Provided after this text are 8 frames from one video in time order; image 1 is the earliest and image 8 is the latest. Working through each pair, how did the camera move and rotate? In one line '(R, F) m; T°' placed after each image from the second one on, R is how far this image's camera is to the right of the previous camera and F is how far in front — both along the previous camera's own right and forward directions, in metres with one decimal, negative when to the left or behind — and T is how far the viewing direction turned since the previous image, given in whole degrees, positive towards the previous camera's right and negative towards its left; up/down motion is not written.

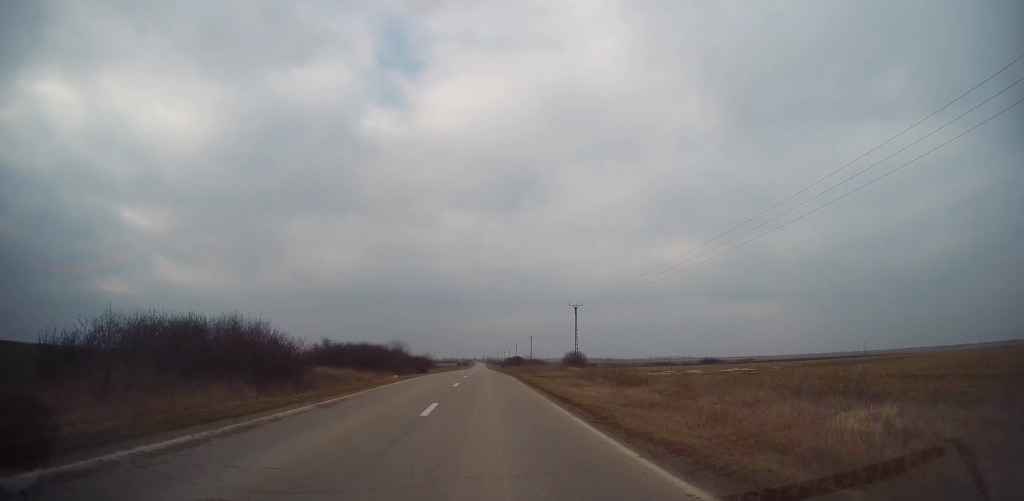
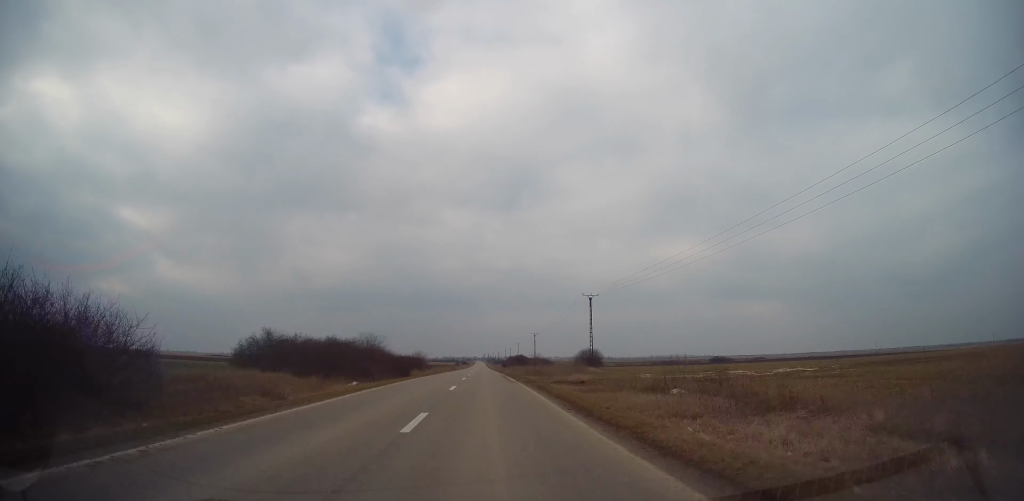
(+0.1, +14.4) m; 0°
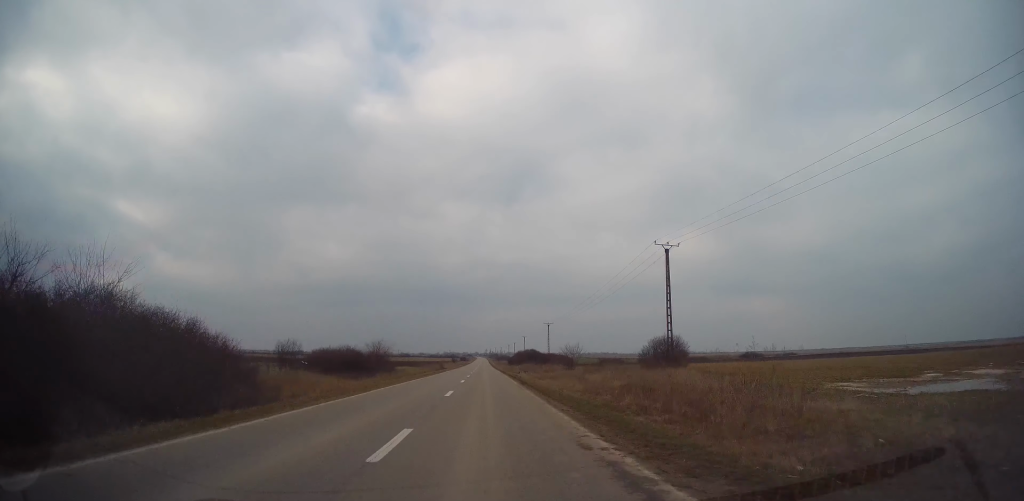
(-0.4, +37.7) m; 0°
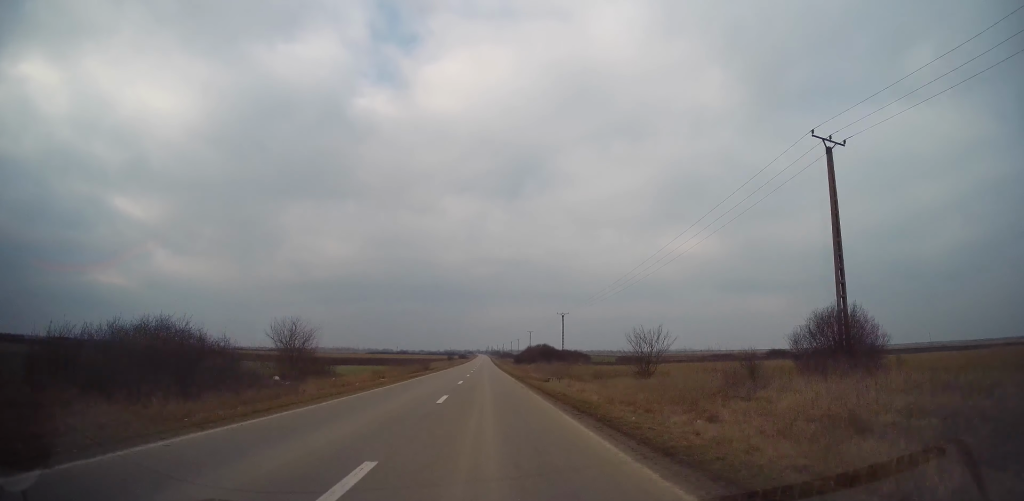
(+0.1, +26.5) m; 0°
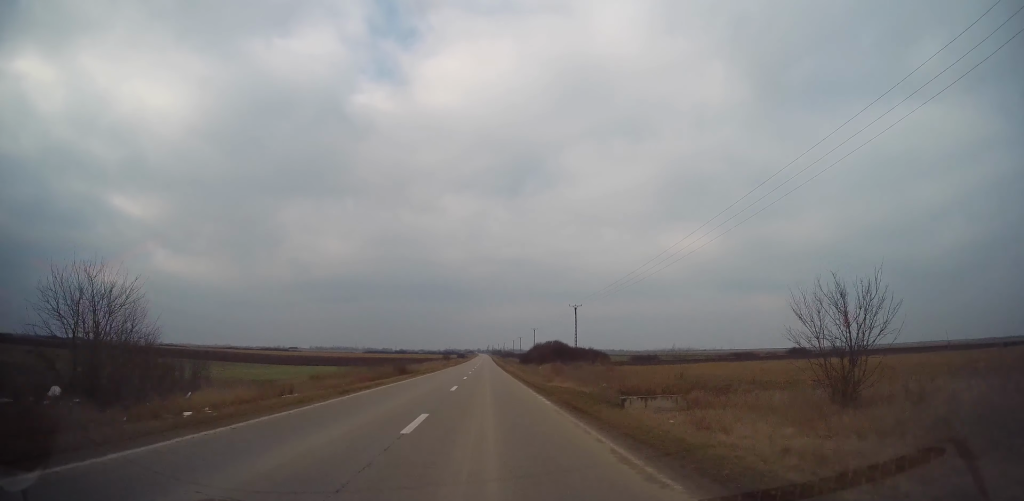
(+0.1, +17.8) m; 0°
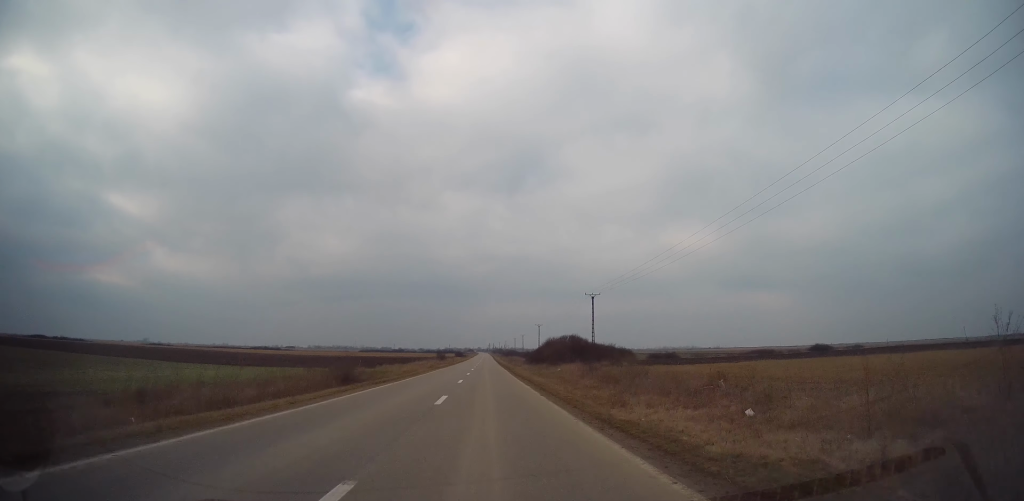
(-0.2, +18.3) m; 0°
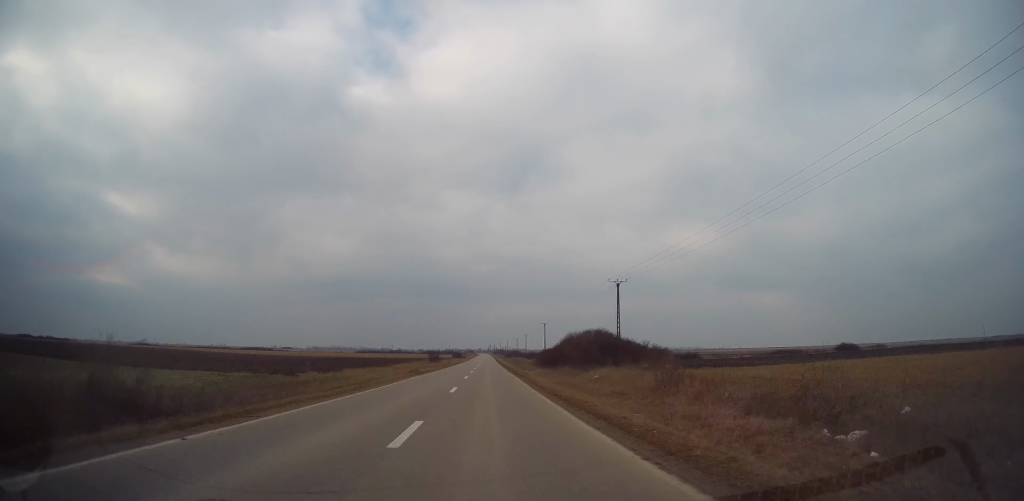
(-0.1, +18.4) m; 0°
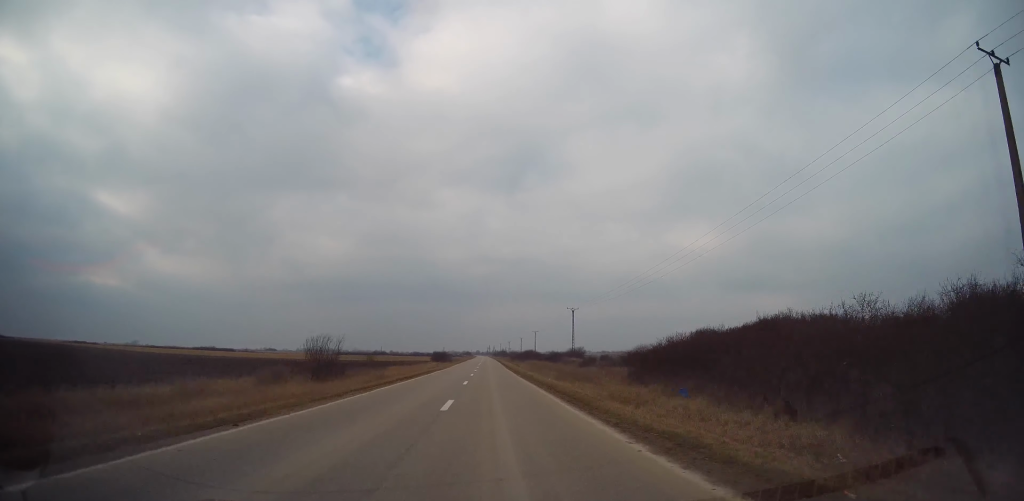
(+0.2, +66.2) m; +1°
